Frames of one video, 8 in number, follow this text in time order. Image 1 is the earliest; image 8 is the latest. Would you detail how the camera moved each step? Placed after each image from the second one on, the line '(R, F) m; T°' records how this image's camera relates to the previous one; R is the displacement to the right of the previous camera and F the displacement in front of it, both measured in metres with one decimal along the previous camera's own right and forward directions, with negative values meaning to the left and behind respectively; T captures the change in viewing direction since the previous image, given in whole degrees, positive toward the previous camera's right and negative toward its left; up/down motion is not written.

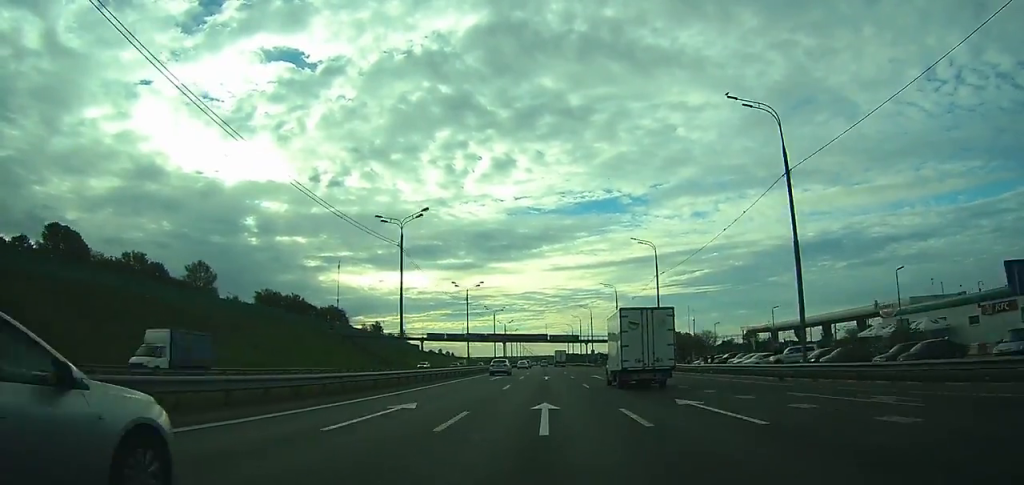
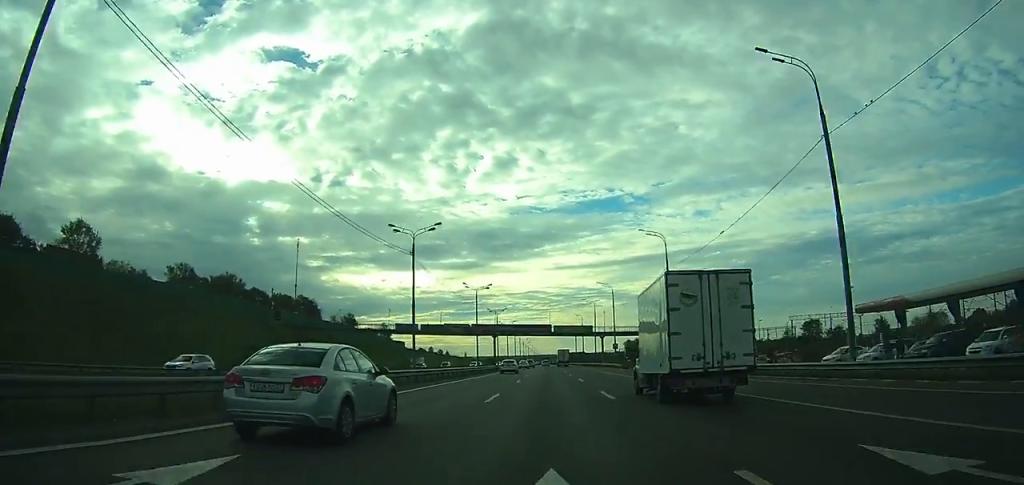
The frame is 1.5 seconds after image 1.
(-0.1, +39.2) m; 0°
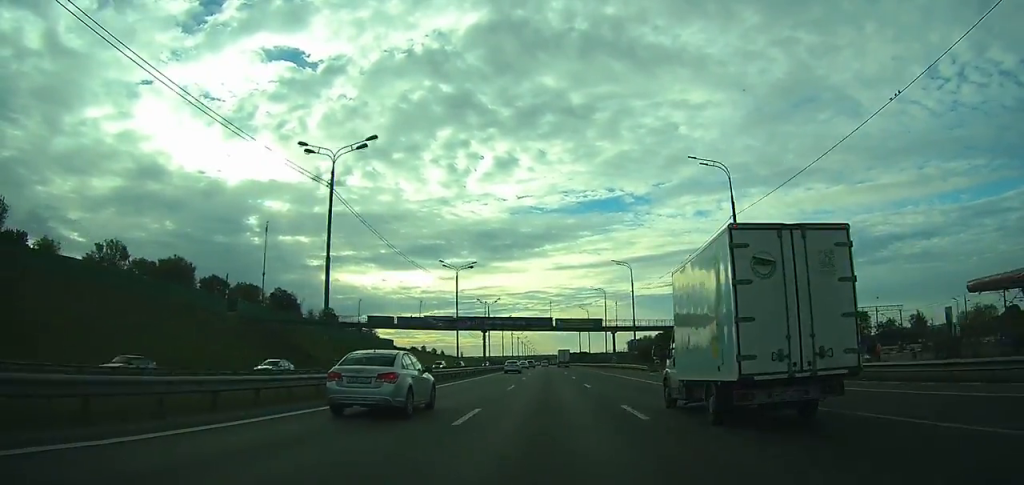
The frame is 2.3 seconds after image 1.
(0.0, +20.8) m; 0°
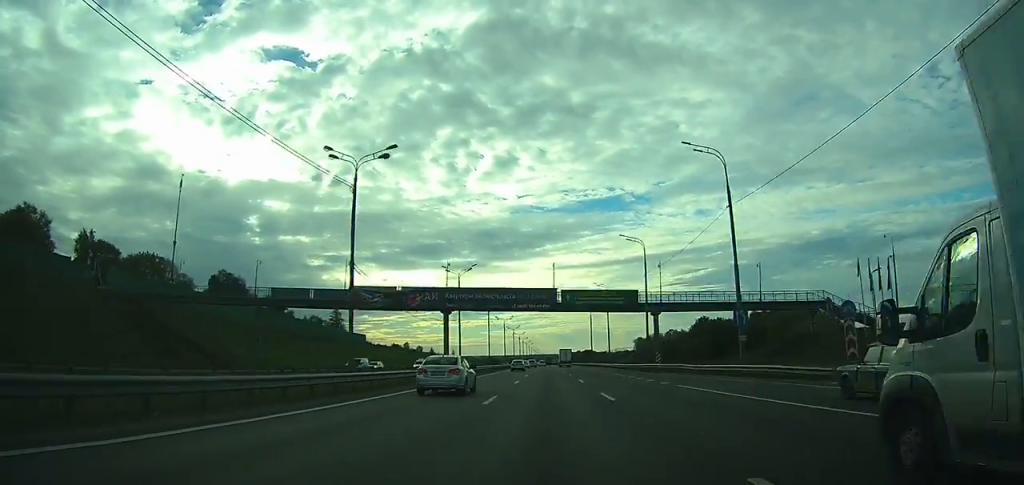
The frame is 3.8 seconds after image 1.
(-0.1, +37.3) m; 0°
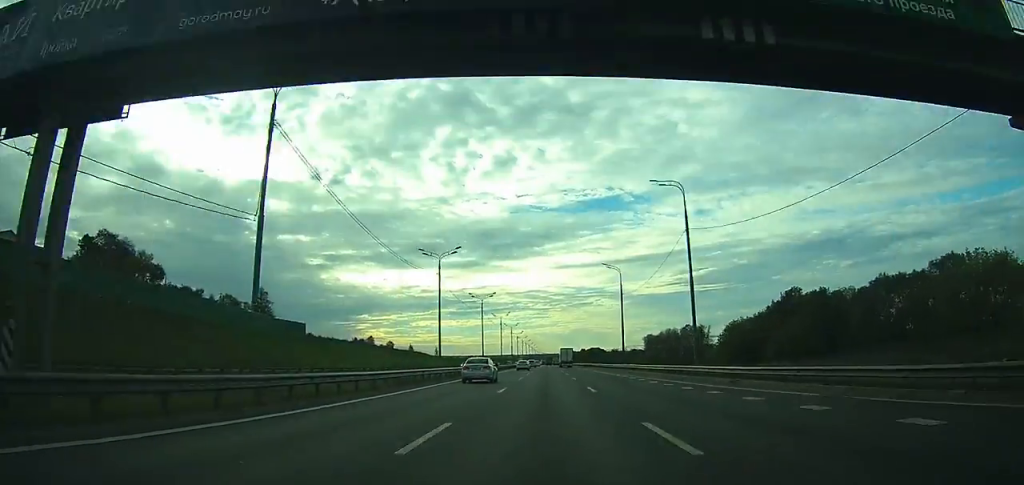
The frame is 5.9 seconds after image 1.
(0.0, +51.2) m; 0°
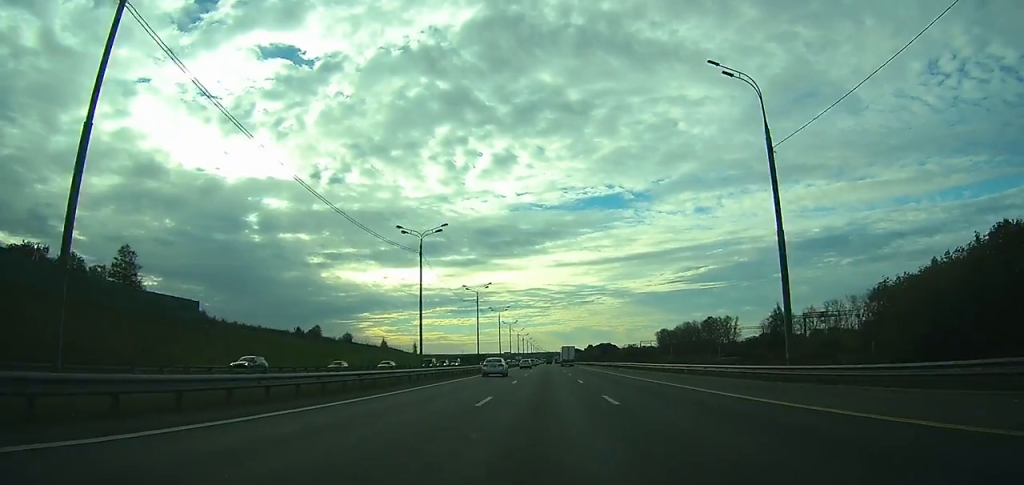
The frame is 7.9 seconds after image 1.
(+0.1, +52.1) m; 0°
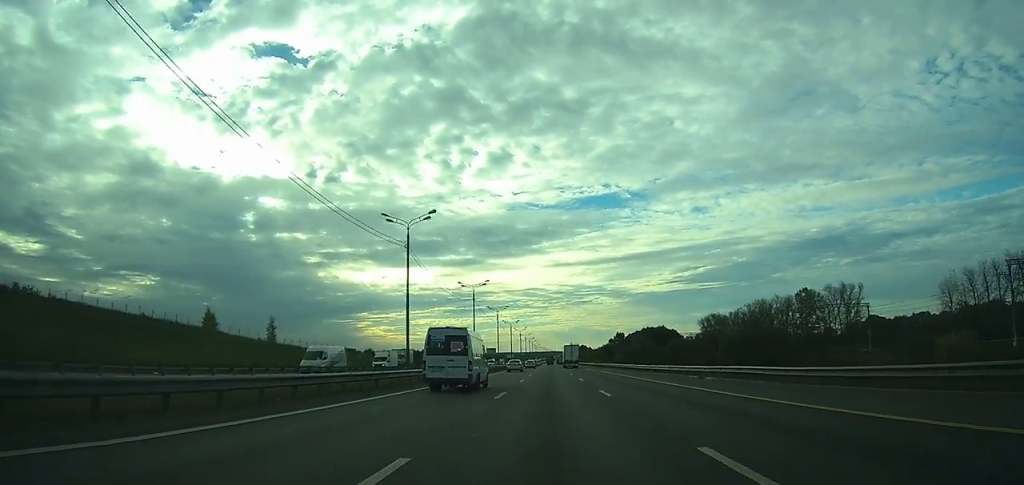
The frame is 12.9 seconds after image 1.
(-1.0, +144.6) m; 0°
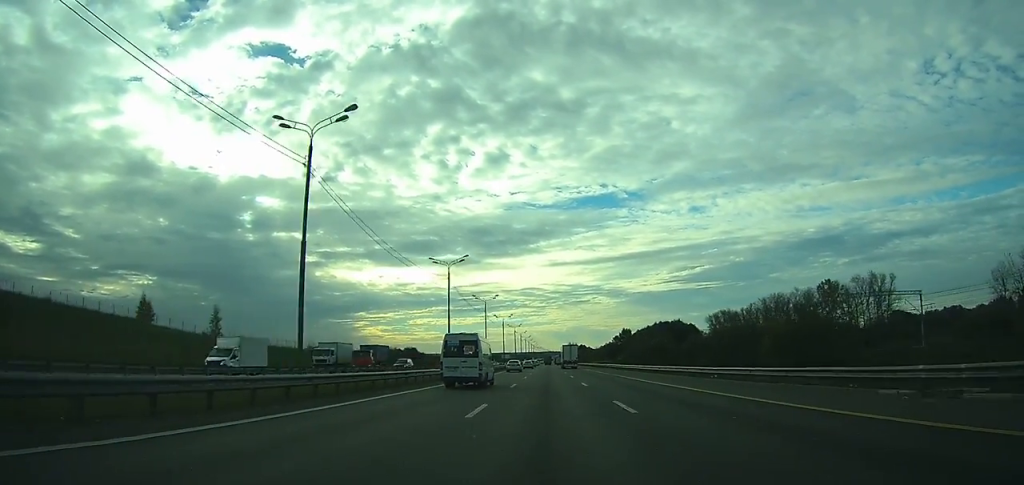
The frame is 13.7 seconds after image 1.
(0.0, +24.2) m; 0°
